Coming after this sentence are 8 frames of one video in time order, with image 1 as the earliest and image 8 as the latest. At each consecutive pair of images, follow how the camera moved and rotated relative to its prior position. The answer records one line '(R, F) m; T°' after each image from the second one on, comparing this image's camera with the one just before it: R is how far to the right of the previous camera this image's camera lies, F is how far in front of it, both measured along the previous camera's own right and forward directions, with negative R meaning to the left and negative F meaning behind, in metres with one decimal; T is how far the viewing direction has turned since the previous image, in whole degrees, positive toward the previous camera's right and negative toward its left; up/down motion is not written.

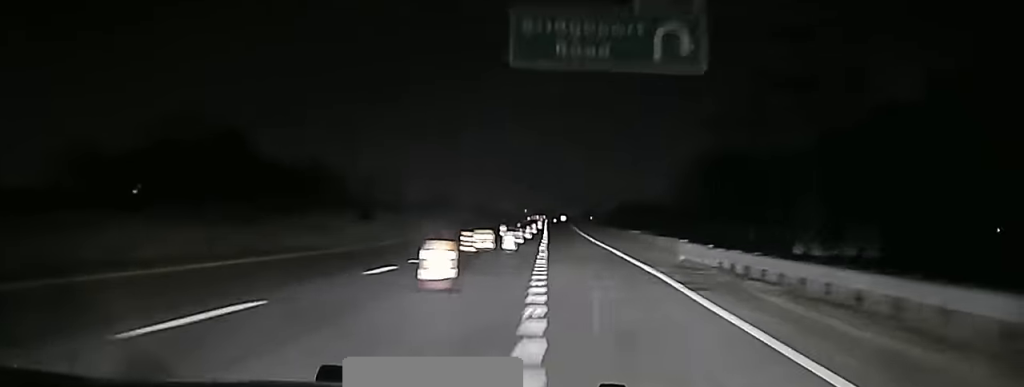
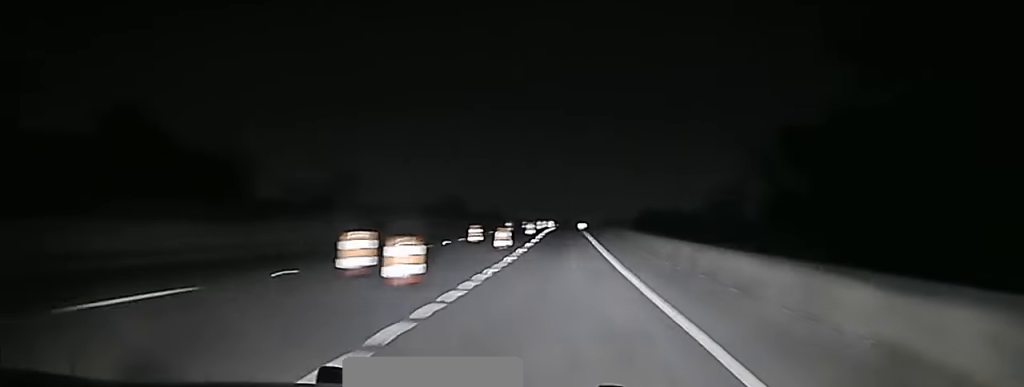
(-0.5, +47.2) m; -1°
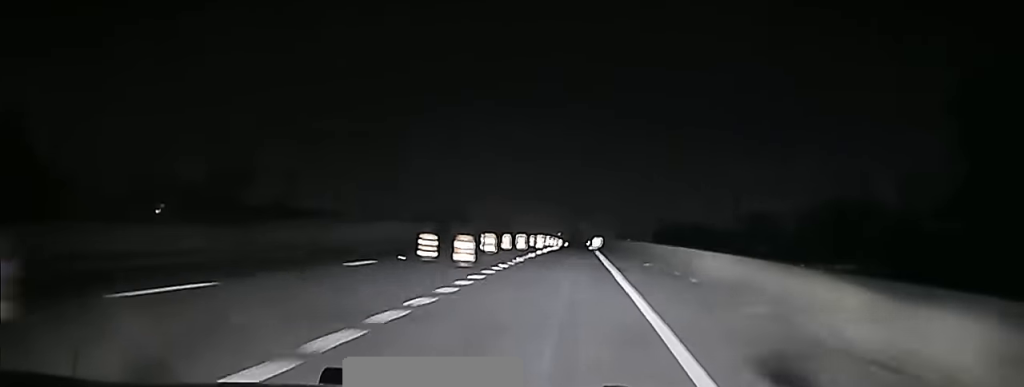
(+0.1, +52.8) m; 0°
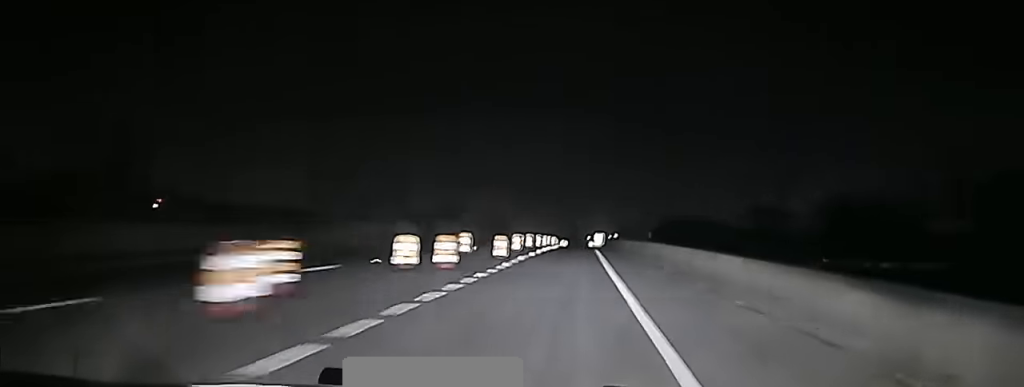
(0.0, +26.5) m; 0°
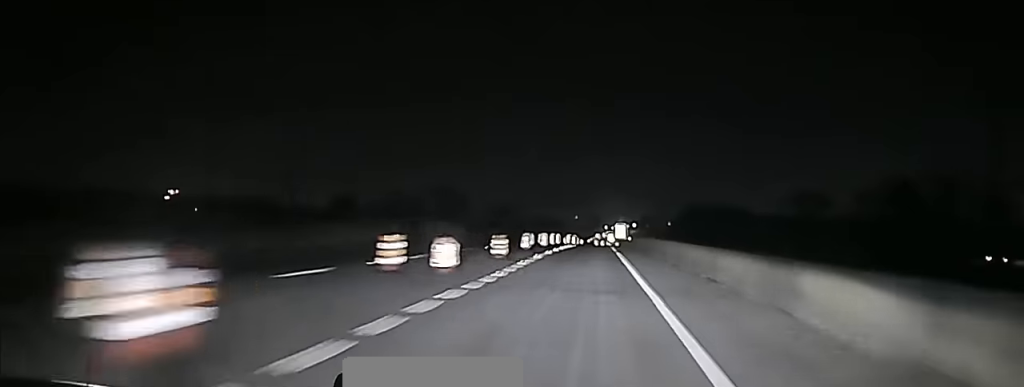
(-0.4, +51.3) m; 0°
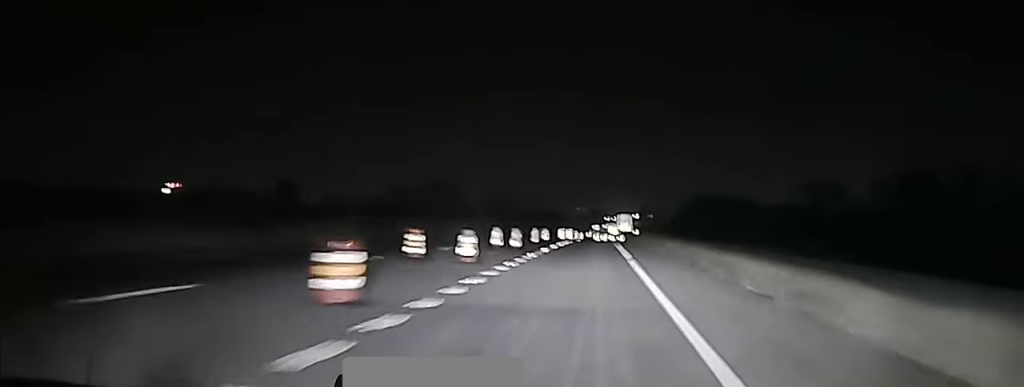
(+0.1, +19.6) m; 0°
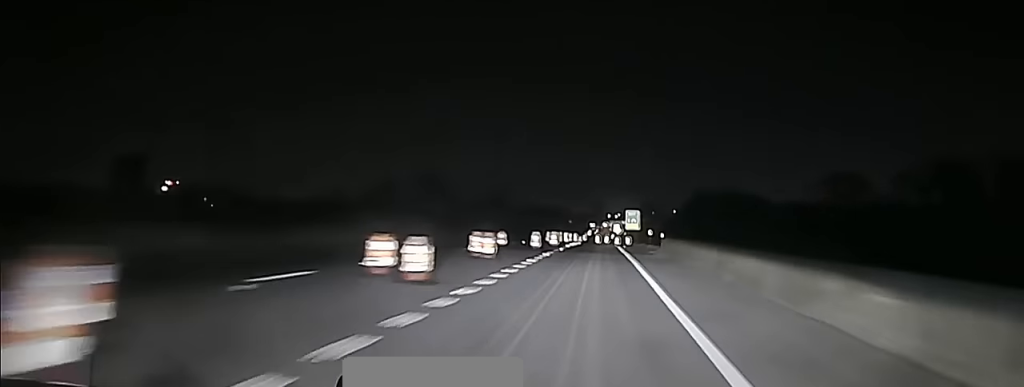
(-0.1, +30.4) m; 0°
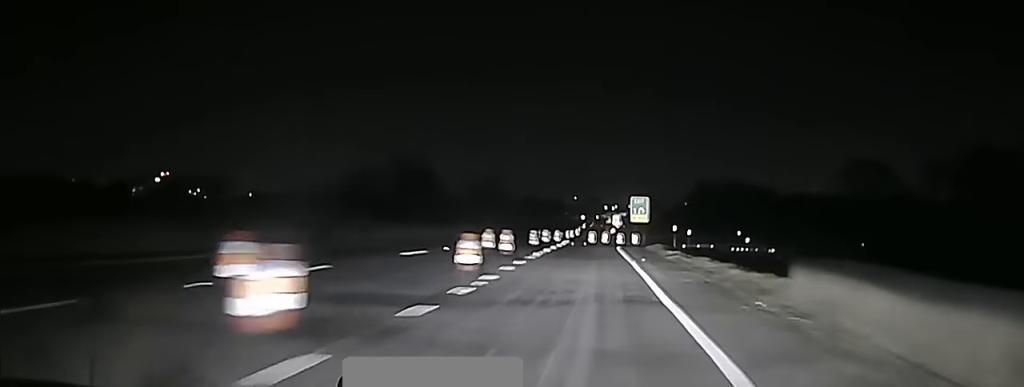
(0.0, +28.7) m; +1°
